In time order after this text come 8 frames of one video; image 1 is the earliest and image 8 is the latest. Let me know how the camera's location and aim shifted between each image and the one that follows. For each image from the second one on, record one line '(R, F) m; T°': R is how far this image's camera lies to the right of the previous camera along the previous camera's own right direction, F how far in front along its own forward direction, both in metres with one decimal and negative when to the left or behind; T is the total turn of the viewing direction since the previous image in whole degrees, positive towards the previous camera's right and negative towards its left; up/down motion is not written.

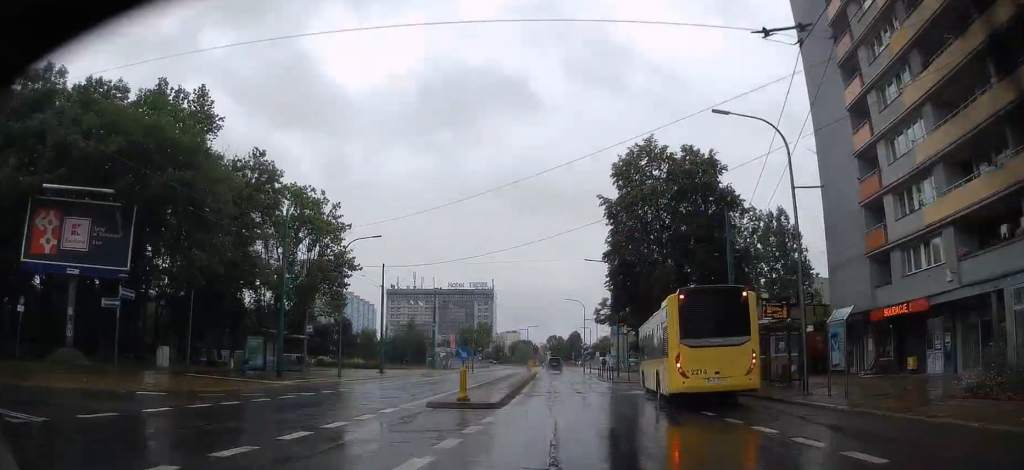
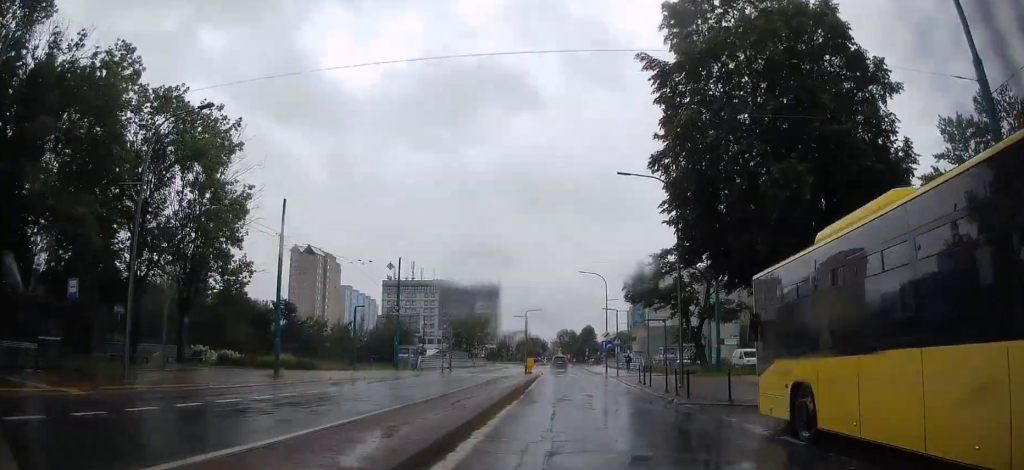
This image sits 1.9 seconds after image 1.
(-0.5, +22.8) m; -2°
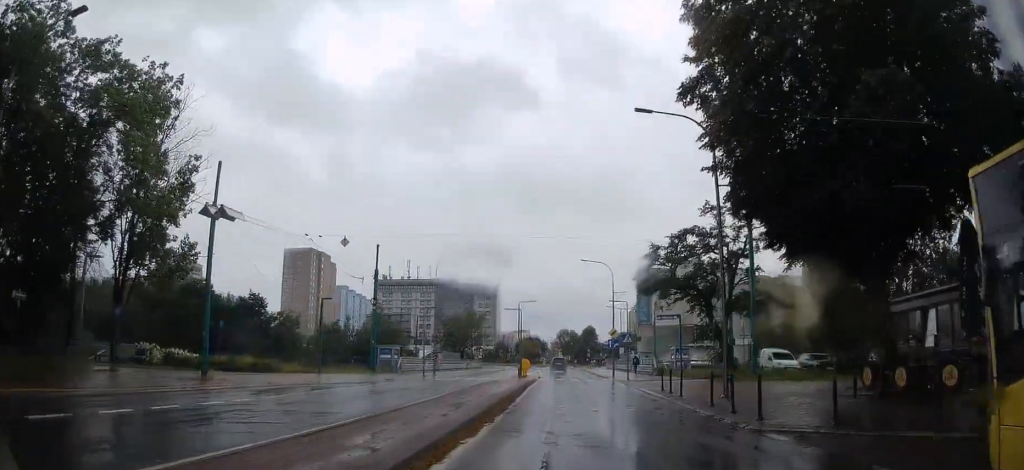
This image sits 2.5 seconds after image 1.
(0.0, +7.4) m; 0°
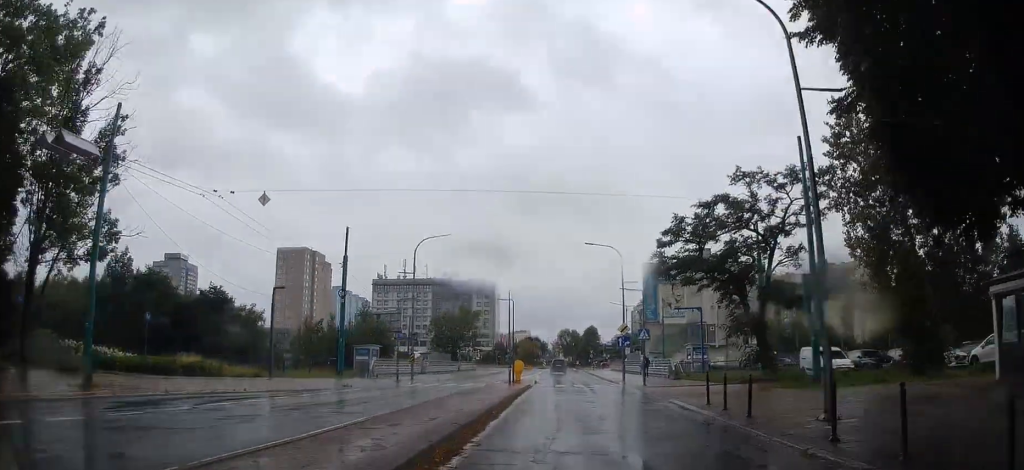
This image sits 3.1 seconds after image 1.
(+0.1, +7.8) m; +1°
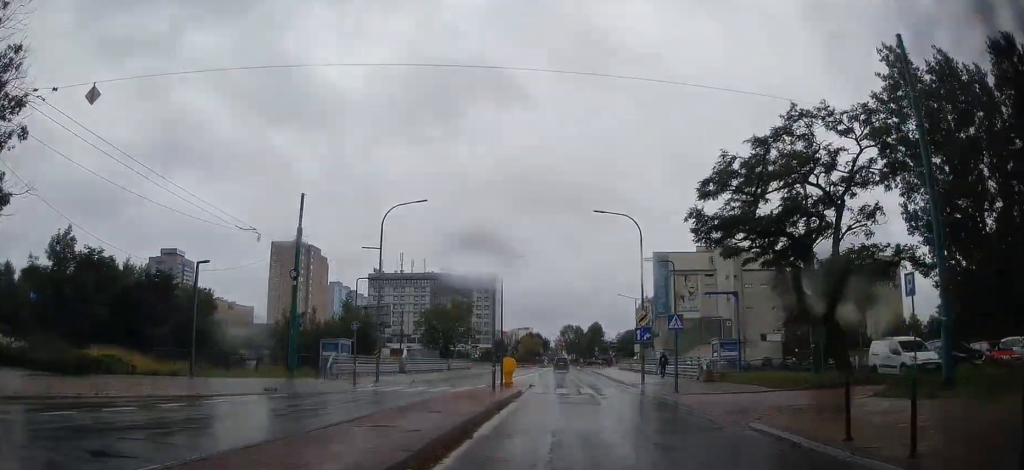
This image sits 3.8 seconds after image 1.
(+0.1, +8.7) m; 0°
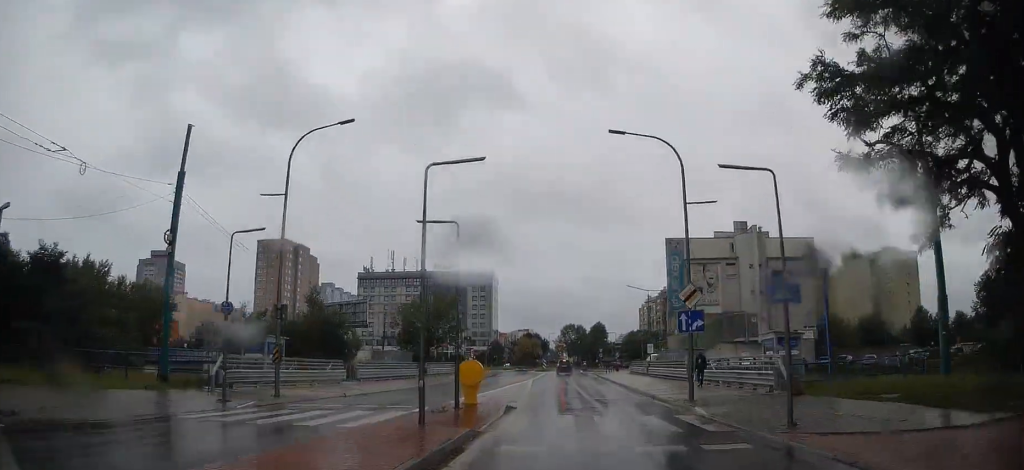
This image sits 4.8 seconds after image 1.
(-0.1, +12.5) m; -1°
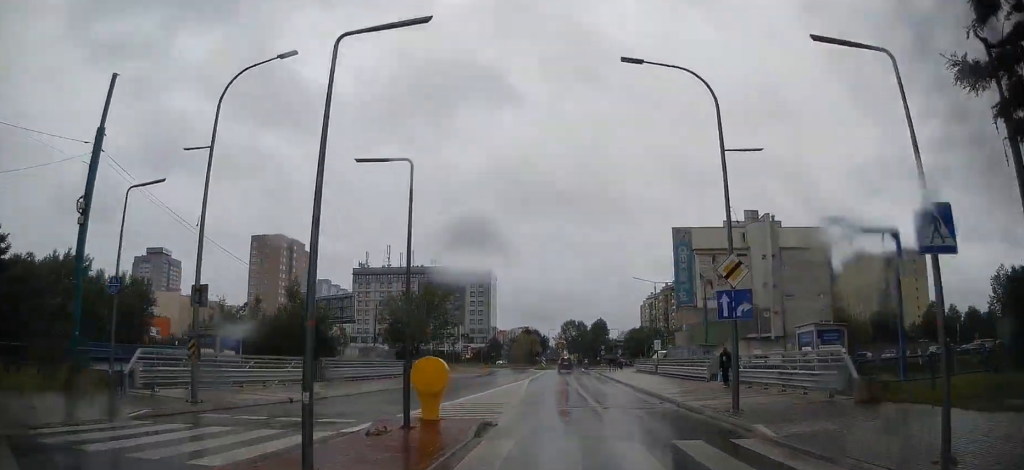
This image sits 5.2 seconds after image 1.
(-0.1, +5.5) m; -1°
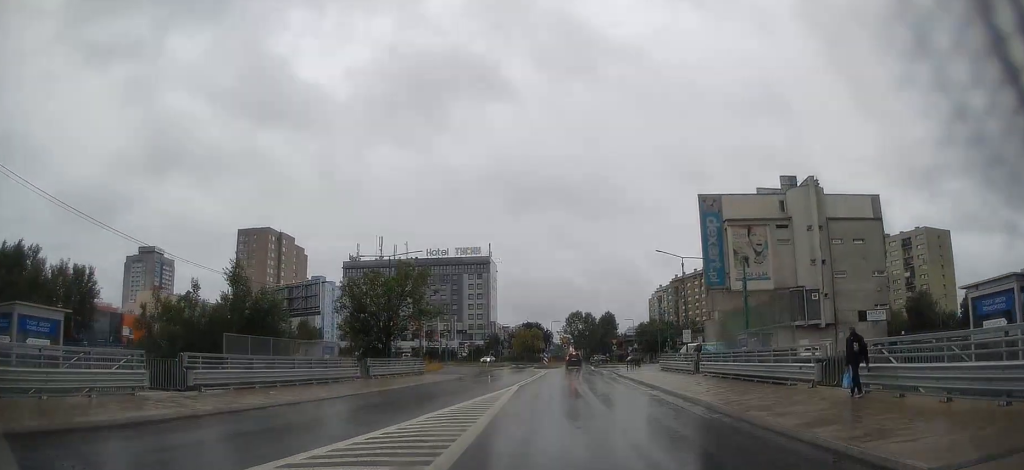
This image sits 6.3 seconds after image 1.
(-0.1, +13.9) m; 0°
